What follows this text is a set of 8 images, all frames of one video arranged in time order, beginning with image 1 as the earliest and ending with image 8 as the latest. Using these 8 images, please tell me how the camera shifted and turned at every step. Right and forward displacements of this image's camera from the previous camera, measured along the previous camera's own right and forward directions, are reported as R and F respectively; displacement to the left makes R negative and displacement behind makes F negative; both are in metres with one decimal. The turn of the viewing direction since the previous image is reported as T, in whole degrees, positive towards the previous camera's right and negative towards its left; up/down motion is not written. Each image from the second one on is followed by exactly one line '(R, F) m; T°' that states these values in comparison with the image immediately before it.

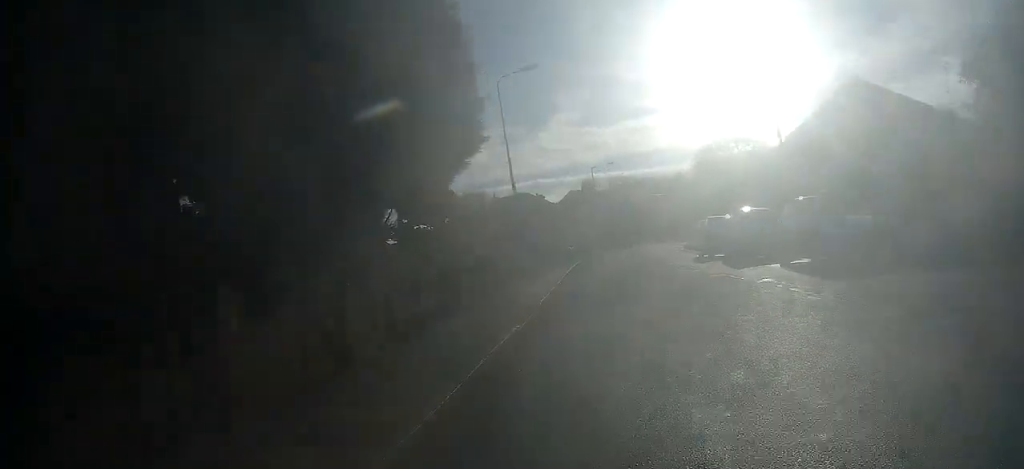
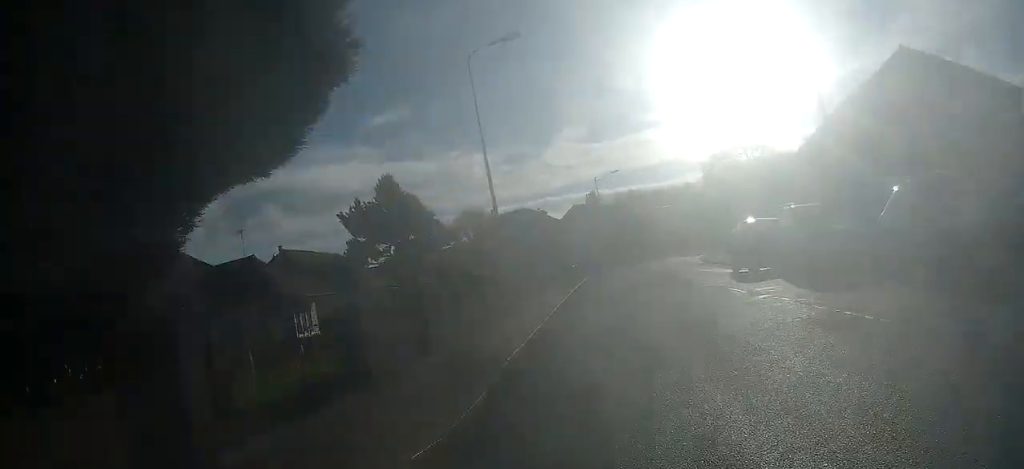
(+0.1, +5.6) m; +1°
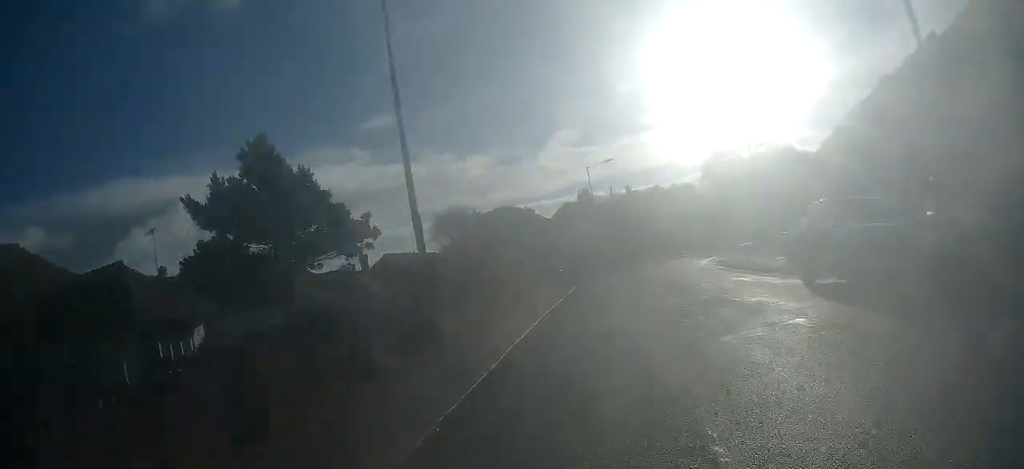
(0.0, +8.1) m; 0°
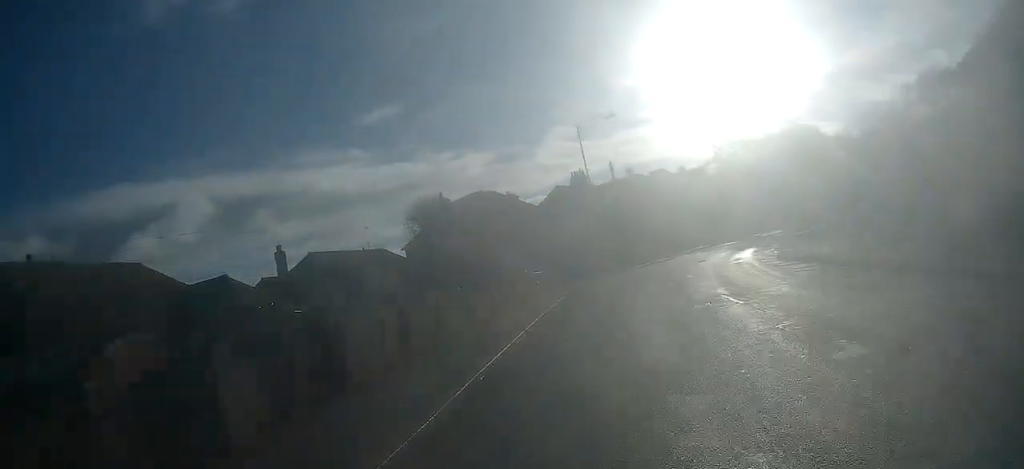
(+0.1, +13.1) m; +1°
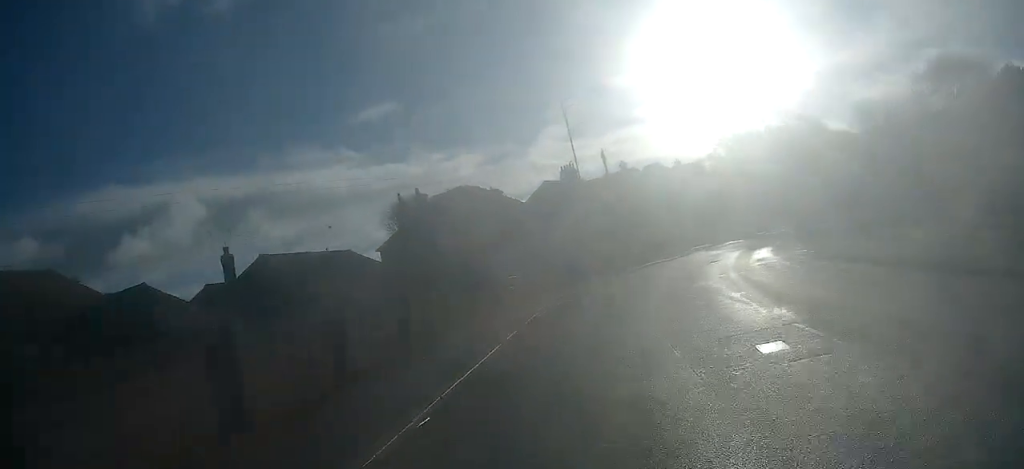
(0.0, +4.9) m; +1°
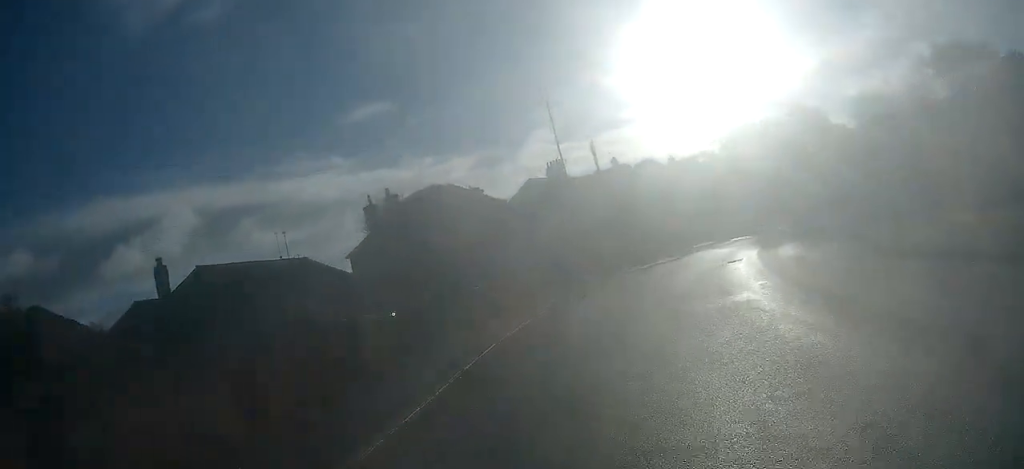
(-0.1, +4.9) m; +1°
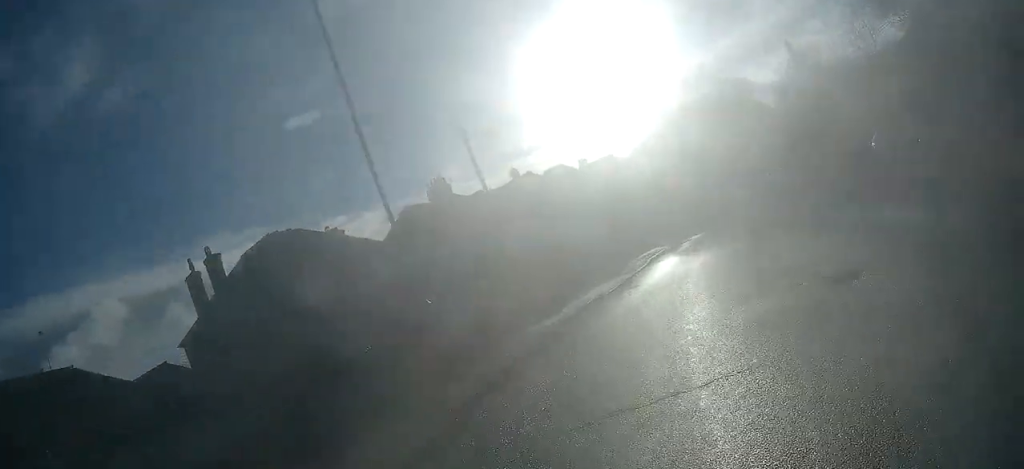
(+0.9, +13.0) m; +12°
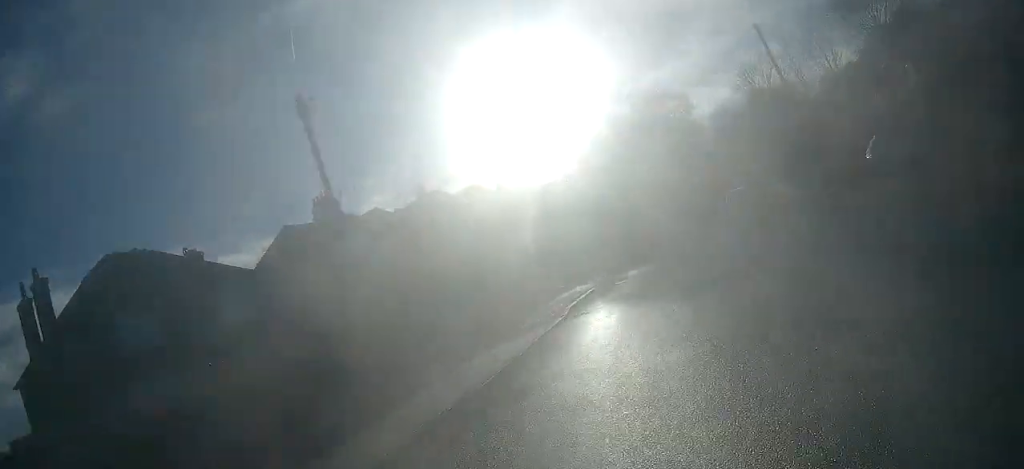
(+1.0, +7.4) m; +6°
